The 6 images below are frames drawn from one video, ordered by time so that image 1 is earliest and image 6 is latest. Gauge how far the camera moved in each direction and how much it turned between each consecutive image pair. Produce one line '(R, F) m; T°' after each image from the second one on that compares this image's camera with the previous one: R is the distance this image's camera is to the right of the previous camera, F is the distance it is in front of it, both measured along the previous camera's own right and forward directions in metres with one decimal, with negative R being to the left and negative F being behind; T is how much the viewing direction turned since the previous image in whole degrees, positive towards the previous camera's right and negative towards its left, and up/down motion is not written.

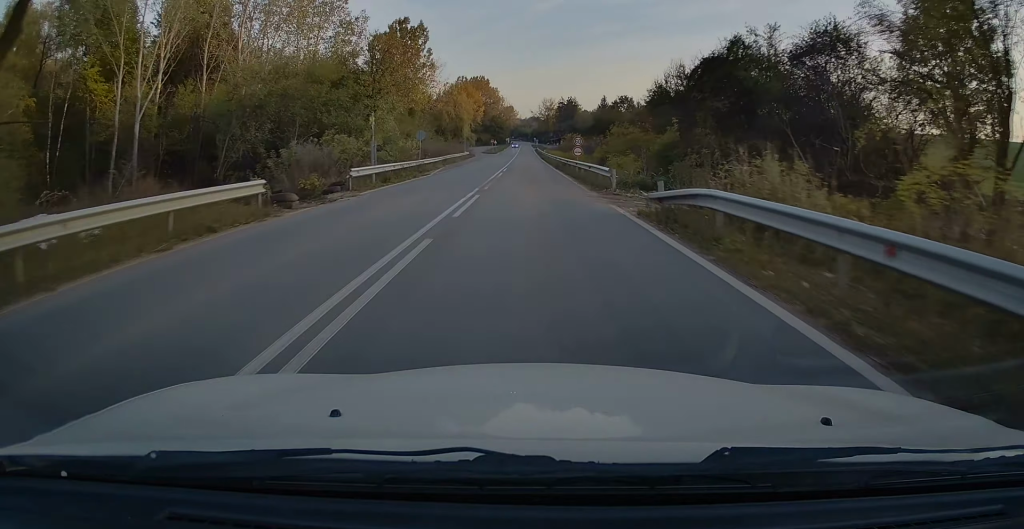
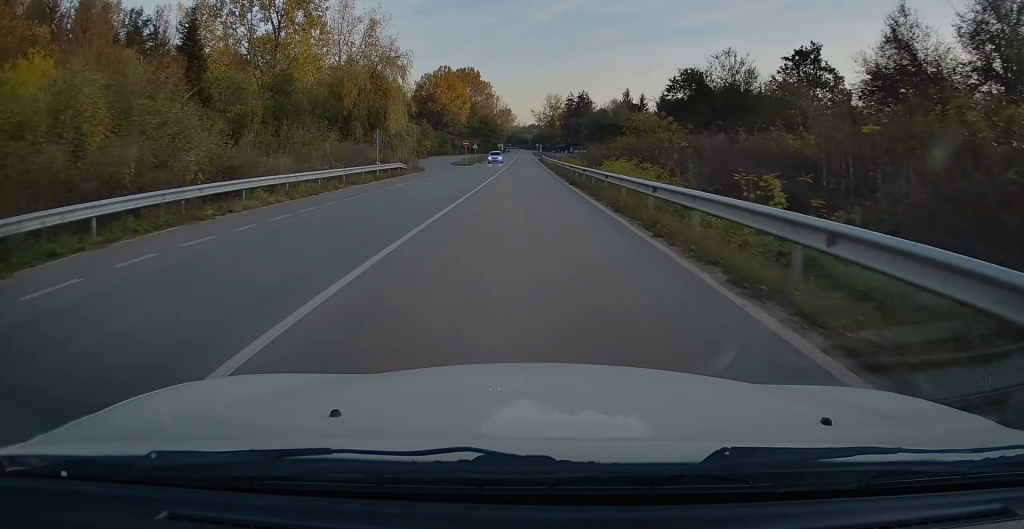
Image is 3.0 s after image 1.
(-0.4, +54.9) m; 0°
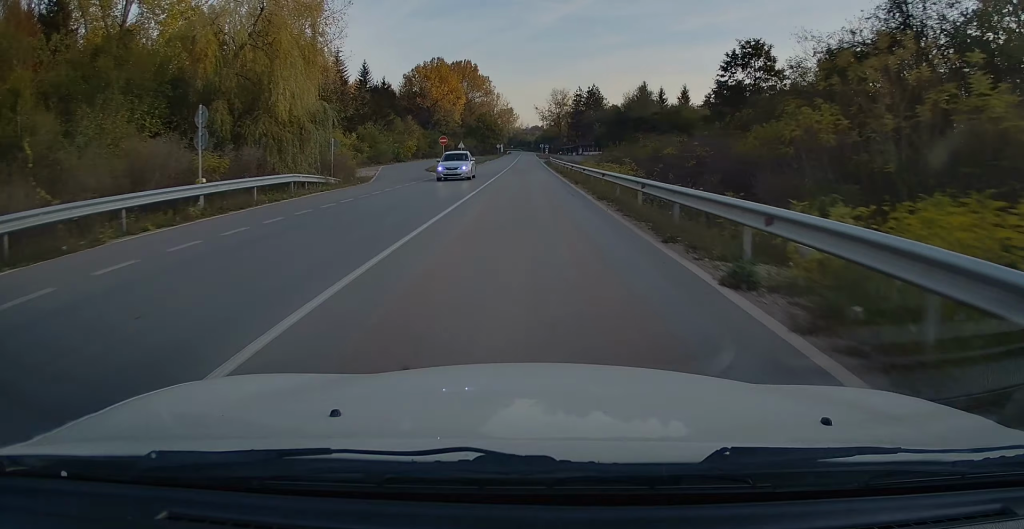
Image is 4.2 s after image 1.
(+0.1, +22.4) m; 0°
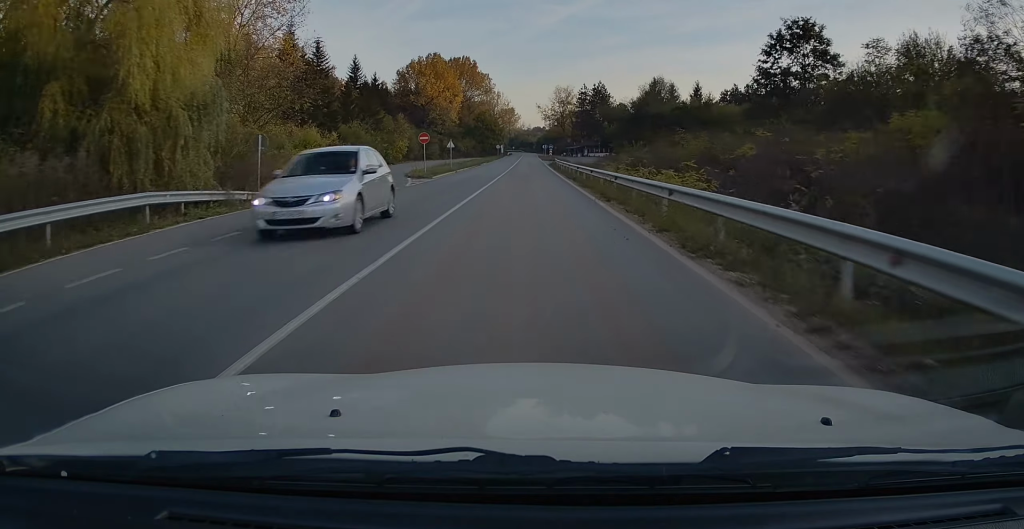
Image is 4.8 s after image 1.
(0.0, +10.5) m; 0°
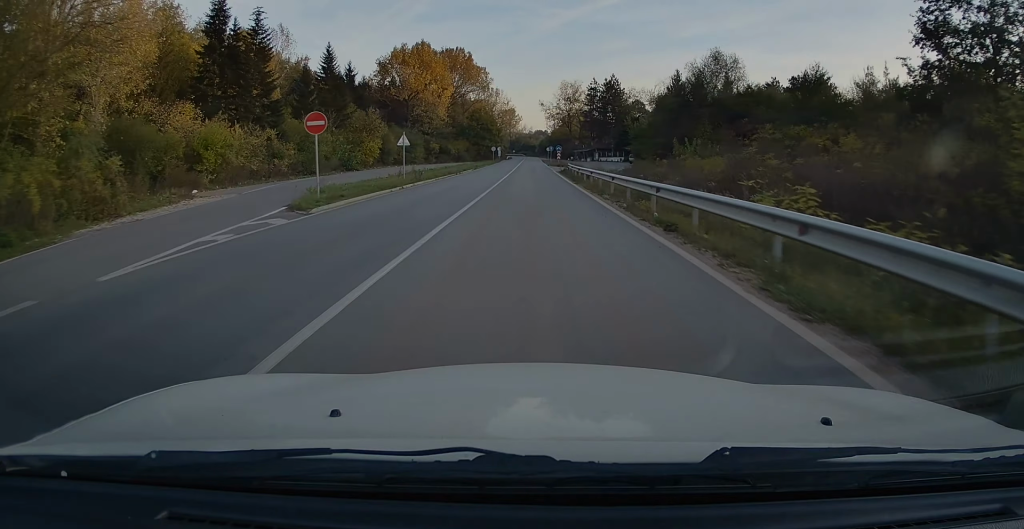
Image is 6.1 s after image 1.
(-0.2, +21.7) m; 0°
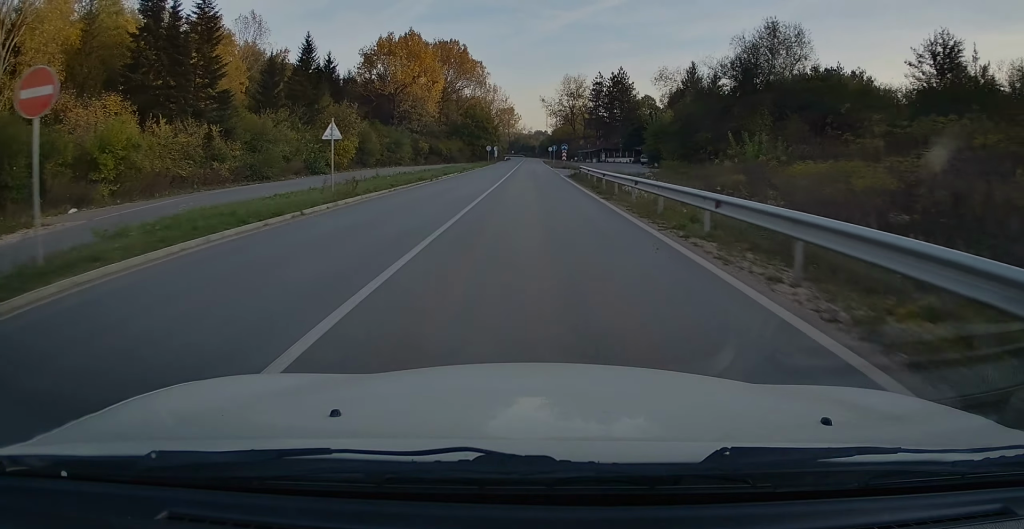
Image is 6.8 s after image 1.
(0.0, +12.3) m; 0°
